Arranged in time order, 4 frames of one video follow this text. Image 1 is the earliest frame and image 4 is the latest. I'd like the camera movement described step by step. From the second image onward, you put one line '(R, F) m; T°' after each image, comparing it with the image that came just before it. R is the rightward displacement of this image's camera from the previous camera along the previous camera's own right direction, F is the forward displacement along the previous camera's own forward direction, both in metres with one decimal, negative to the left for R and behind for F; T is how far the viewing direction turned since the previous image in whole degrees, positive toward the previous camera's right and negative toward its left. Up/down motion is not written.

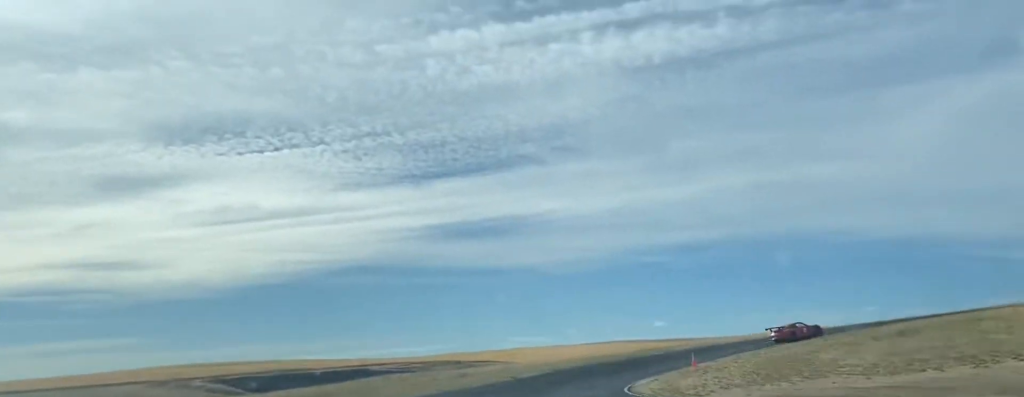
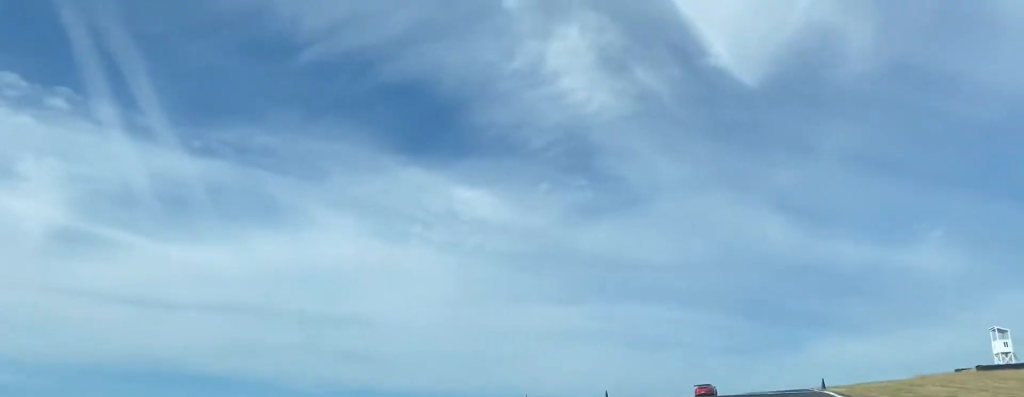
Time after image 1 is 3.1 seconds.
(+25.5, +66.1) m; +61°
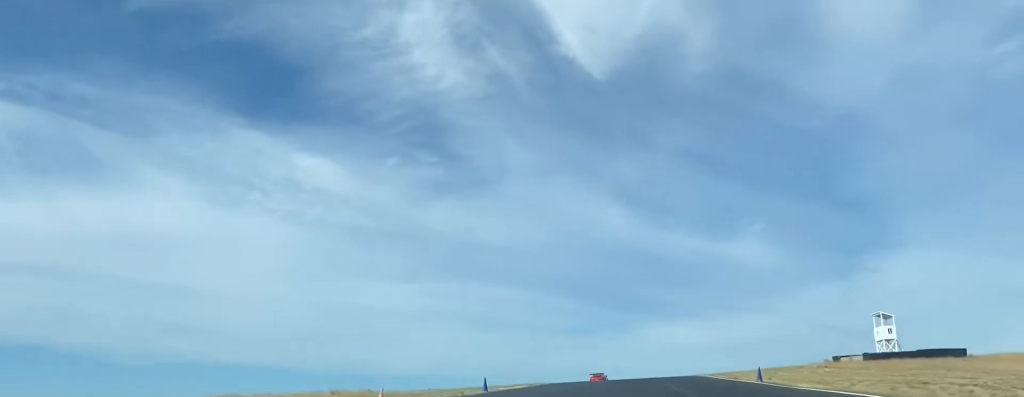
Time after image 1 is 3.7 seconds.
(+2.1, +13.4) m; +13°
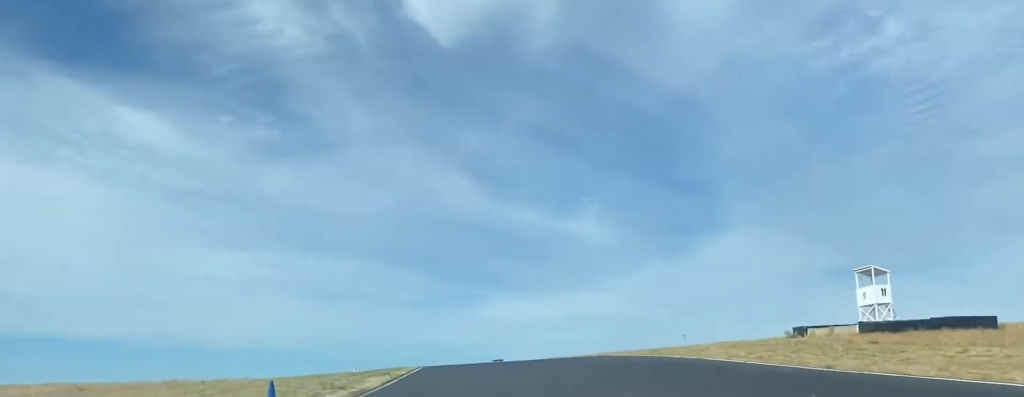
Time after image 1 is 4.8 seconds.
(+3.7, +27.4) m; +10°
